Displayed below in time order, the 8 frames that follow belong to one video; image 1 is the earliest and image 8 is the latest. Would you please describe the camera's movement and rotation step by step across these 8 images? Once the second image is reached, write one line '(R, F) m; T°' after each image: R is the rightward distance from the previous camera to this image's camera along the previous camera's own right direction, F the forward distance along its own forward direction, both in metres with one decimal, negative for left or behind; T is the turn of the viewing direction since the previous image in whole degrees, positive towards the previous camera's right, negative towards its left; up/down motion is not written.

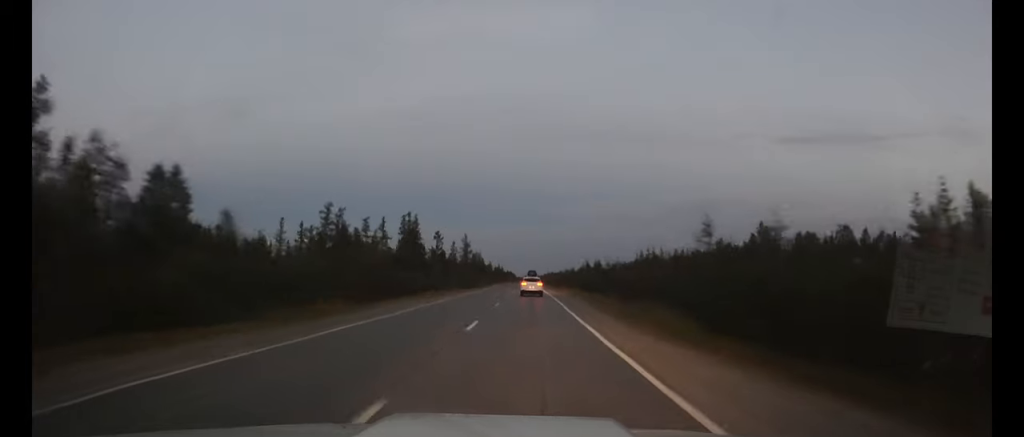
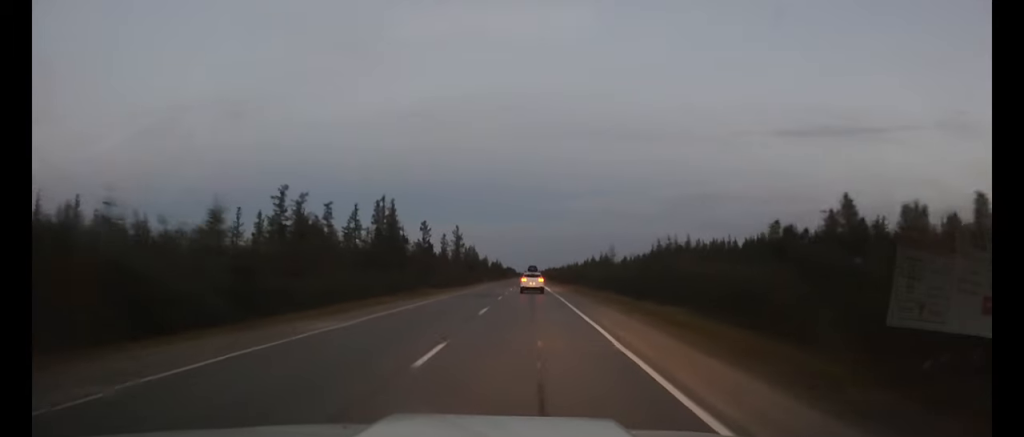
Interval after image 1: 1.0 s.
(0.0, +19.9) m; 0°
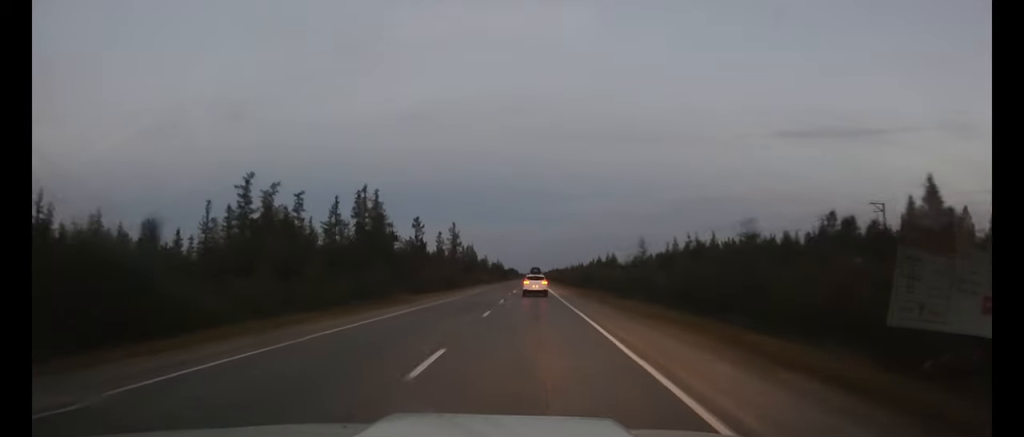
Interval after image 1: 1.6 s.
(0.0, +12.1) m; 0°
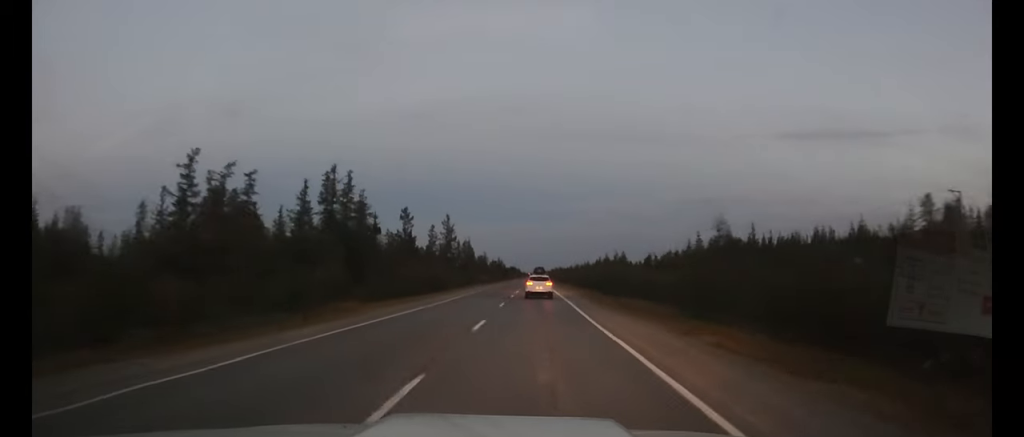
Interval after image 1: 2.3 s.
(0.0, +14.5) m; 0°
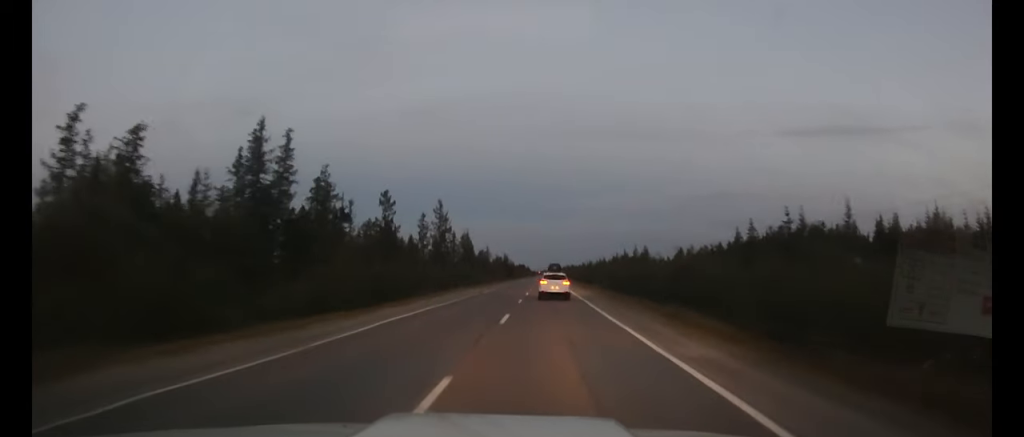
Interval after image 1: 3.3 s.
(-0.1, +21.2) m; -1°
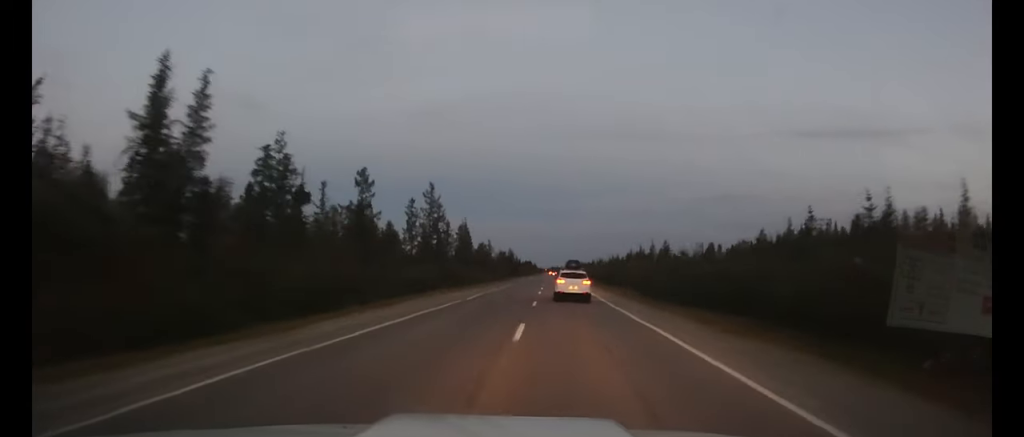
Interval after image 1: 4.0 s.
(-0.1, +16.0) m; -1°
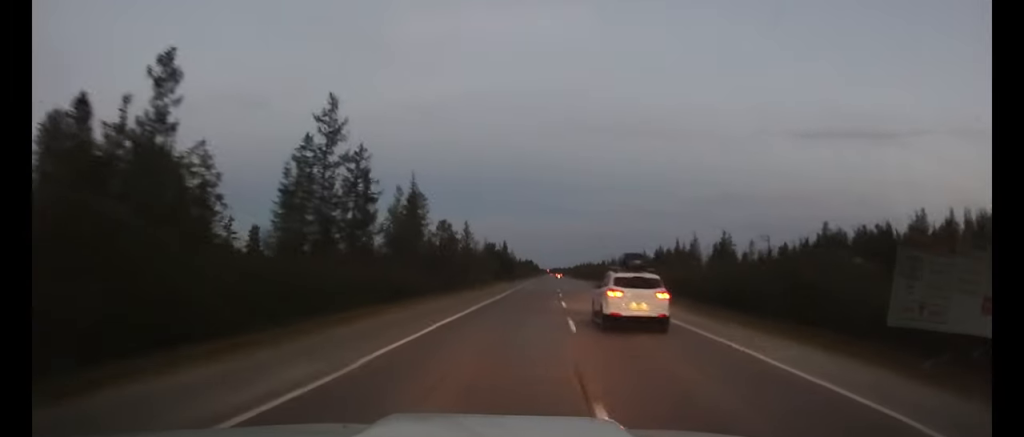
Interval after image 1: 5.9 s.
(-0.4, +43.6) m; -1°
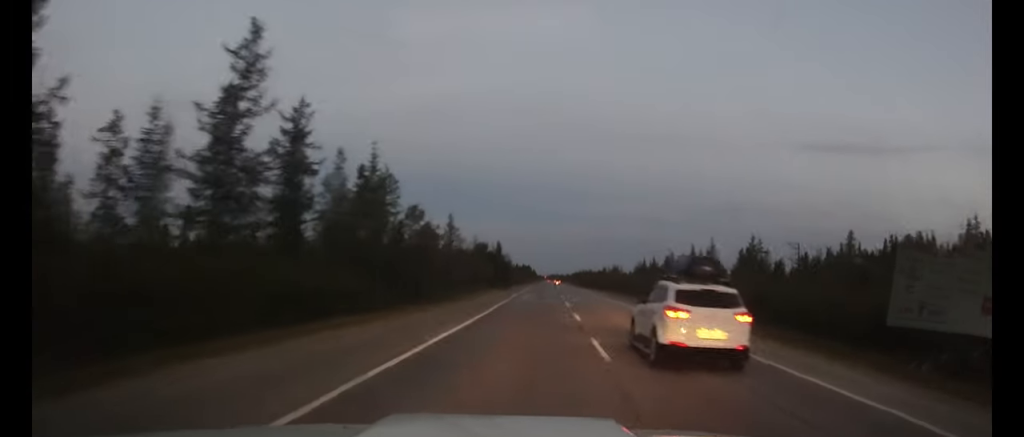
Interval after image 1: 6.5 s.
(+0.1, +14.3) m; 0°
